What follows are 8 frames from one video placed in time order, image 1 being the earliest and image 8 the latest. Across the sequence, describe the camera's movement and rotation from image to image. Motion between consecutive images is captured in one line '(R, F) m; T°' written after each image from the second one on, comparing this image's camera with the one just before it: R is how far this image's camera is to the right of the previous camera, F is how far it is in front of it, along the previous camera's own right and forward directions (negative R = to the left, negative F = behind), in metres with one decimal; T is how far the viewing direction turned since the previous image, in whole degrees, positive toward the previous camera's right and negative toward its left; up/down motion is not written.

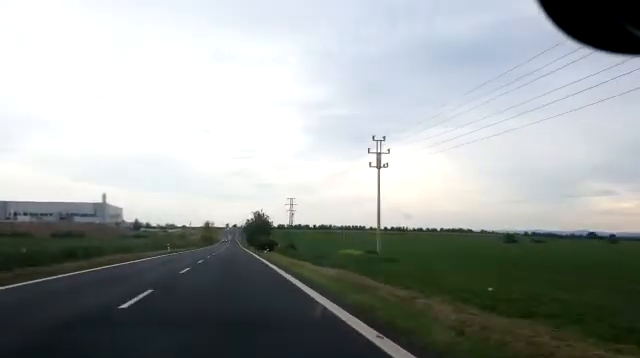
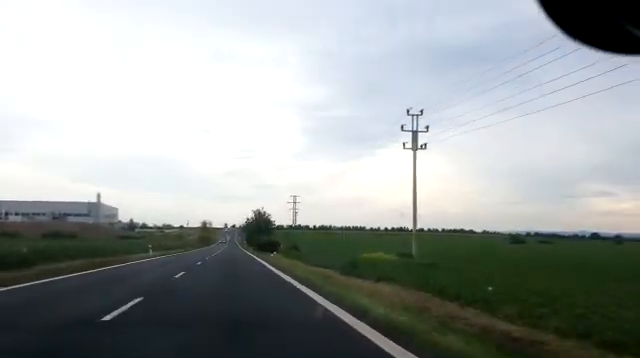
(+0.1, +10.1) m; 0°
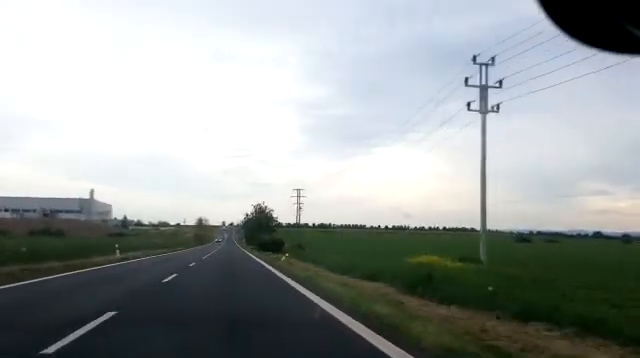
(-0.1, +10.9) m; 0°
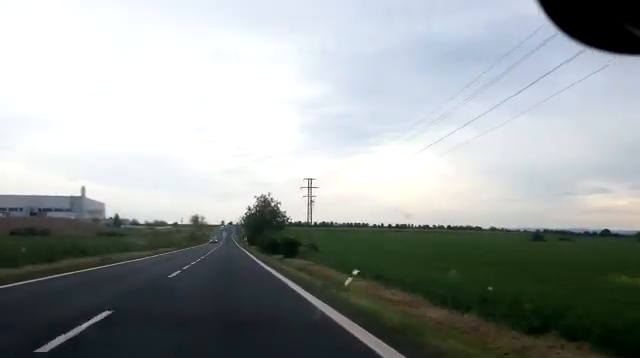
(-0.1, +17.6) m; 0°
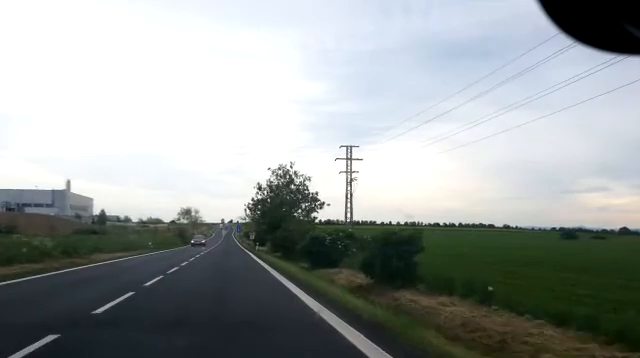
(+0.4, +30.9) m; +1°
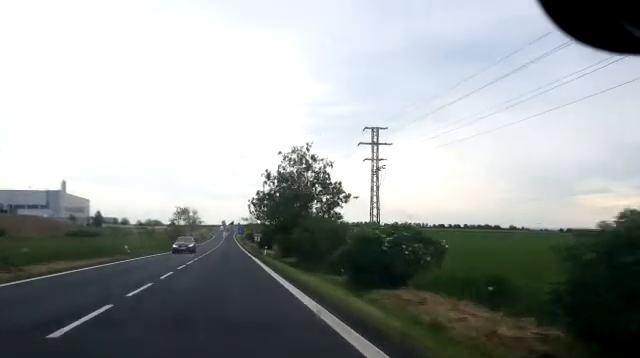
(+0.1, +10.9) m; 0°
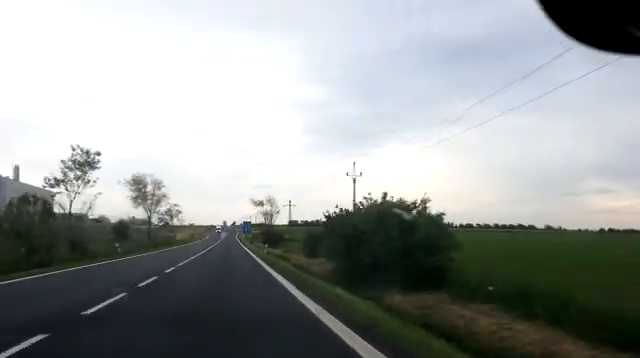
(-0.5, +67.0) m; 0°
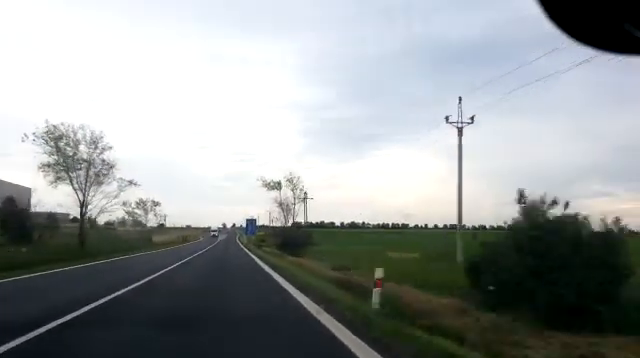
(0.0, +28.3) m; 0°
